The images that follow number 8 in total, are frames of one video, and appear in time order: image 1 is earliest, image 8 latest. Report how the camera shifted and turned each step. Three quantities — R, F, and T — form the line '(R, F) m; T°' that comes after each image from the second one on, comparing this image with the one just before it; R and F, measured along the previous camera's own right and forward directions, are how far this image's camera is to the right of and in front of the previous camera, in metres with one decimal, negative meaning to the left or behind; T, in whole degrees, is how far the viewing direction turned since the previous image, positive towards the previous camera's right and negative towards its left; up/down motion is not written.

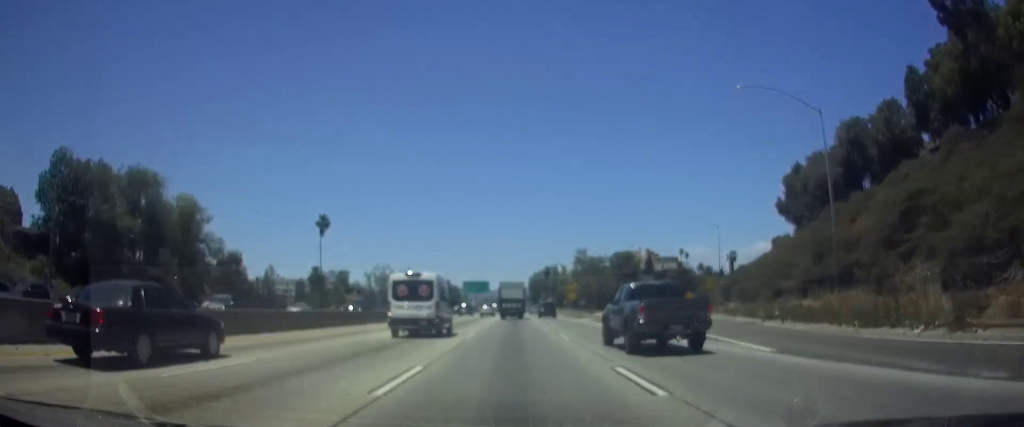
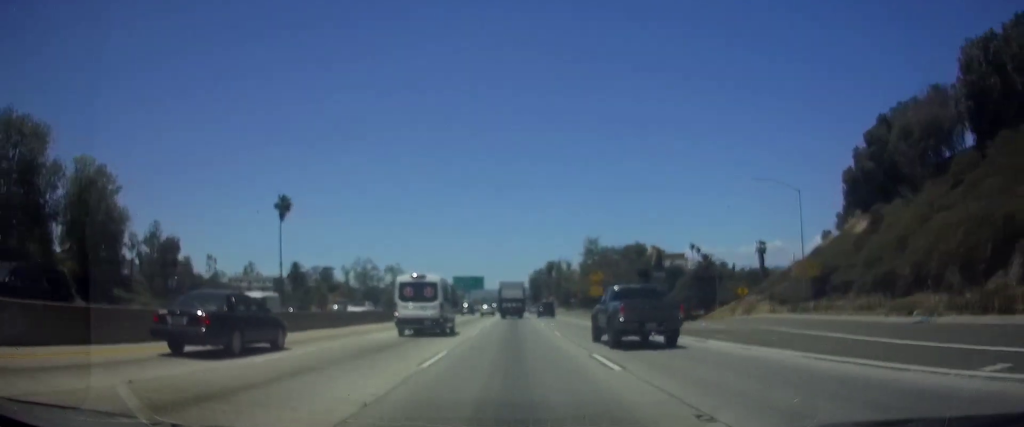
(+0.1, +25.6) m; 0°
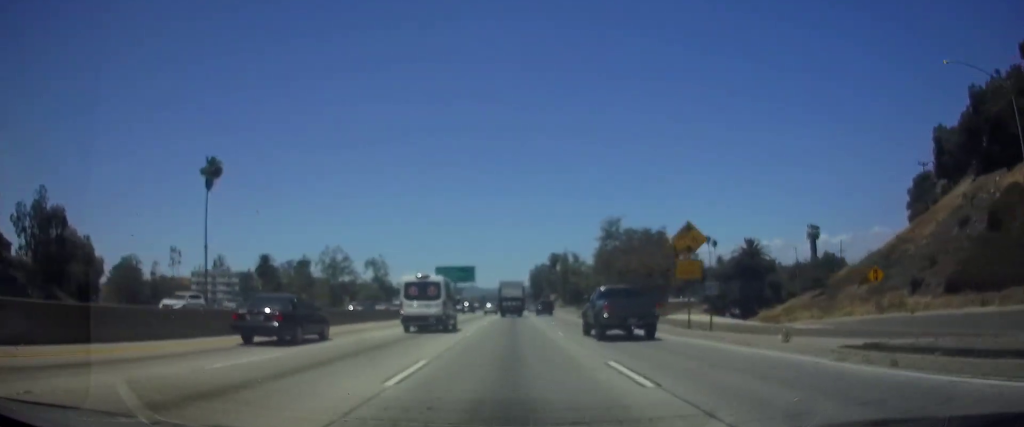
(0.0, +32.2) m; 0°
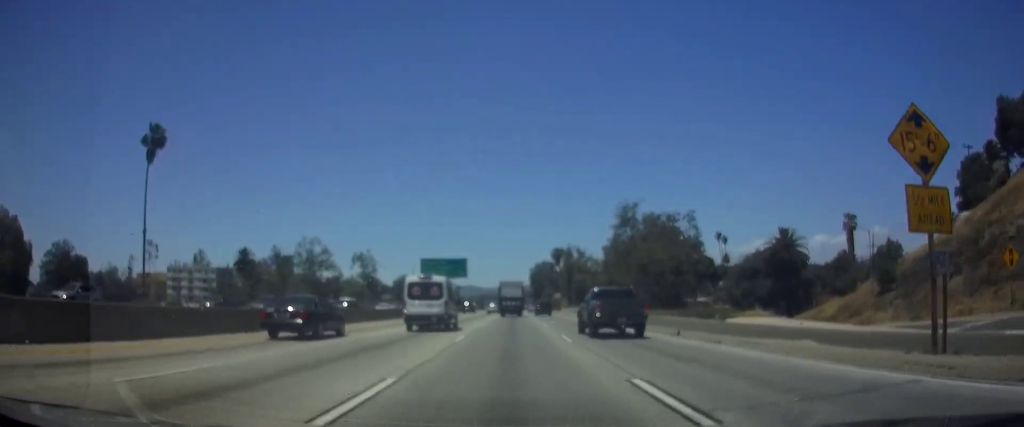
(0.0, +17.8) m; 0°
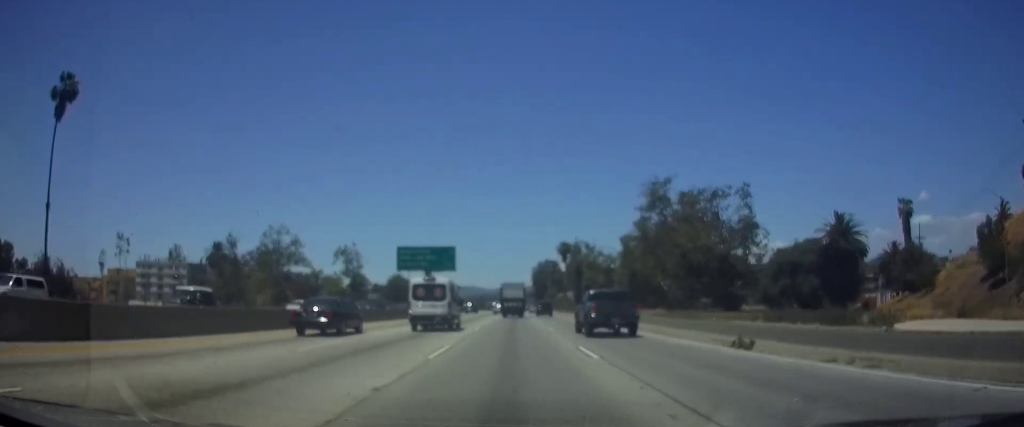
(0.0, +21.0) m; 0°
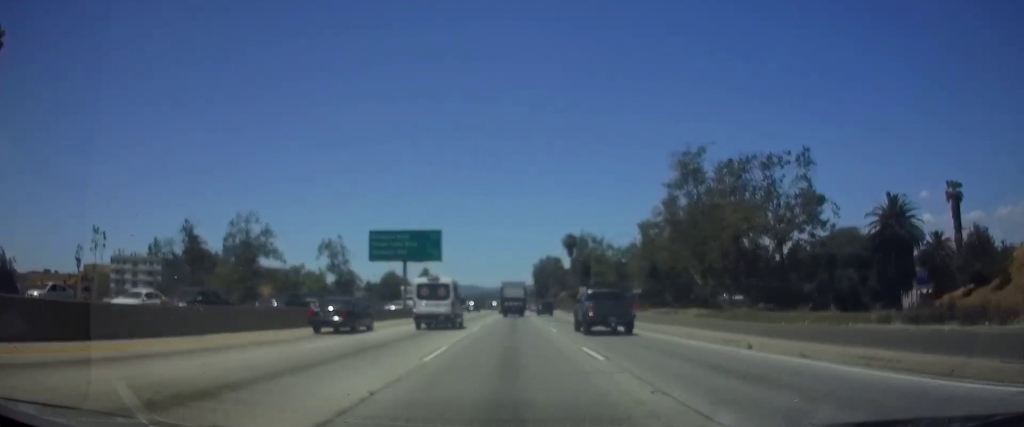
(0.0, +15.3) m; 0°
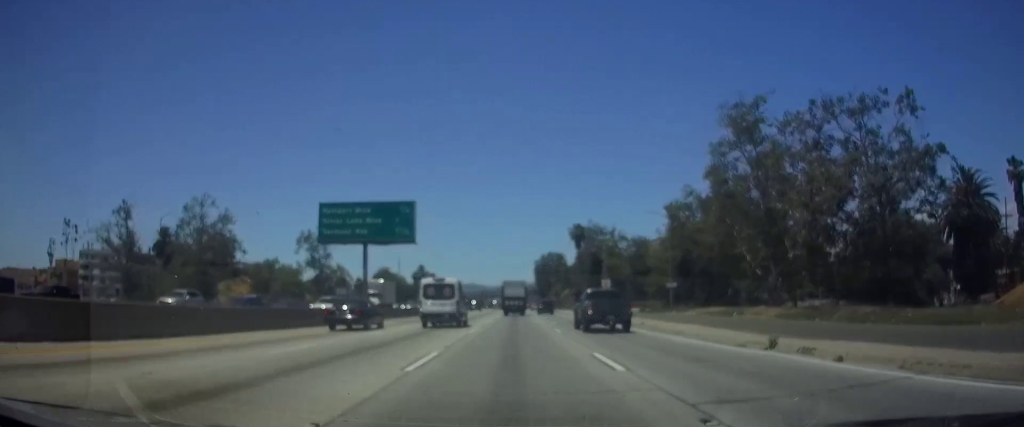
(0.0, +16.9) m; 0°
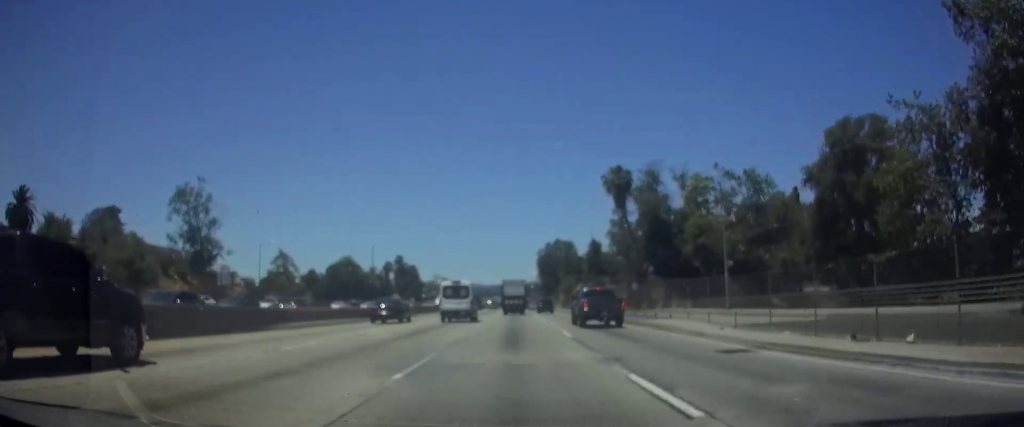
(+0.3, +59.7) m; 0°
